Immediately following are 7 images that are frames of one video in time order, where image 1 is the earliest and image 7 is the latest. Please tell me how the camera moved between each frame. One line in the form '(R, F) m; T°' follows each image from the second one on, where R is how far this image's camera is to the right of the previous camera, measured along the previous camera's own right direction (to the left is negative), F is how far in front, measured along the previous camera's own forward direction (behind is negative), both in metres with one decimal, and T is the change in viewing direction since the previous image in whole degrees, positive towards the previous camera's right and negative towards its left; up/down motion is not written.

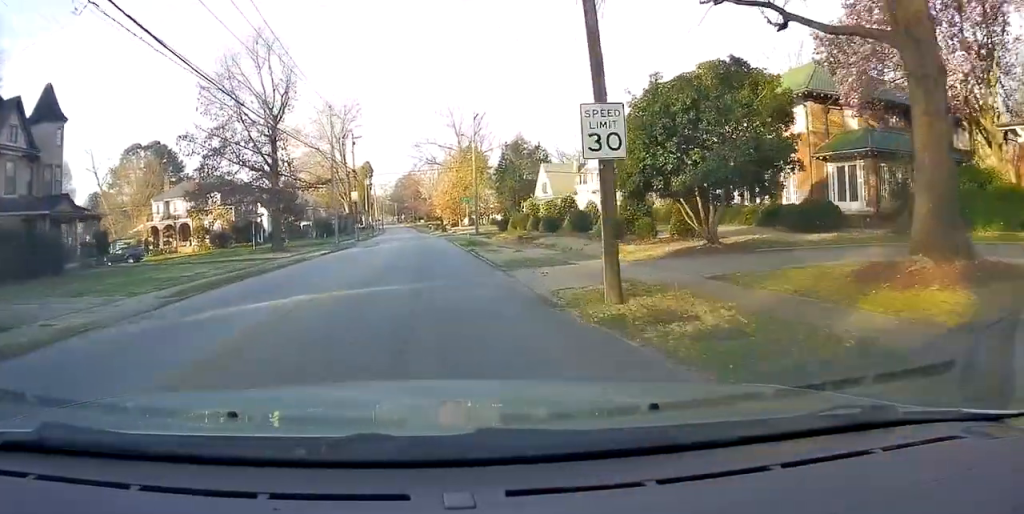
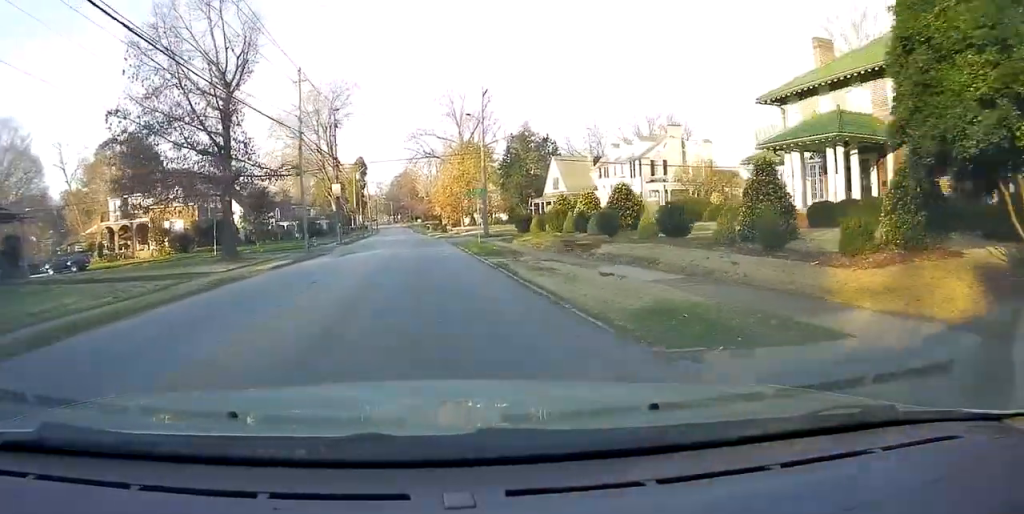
(+0.1, +10.7) m; 0°
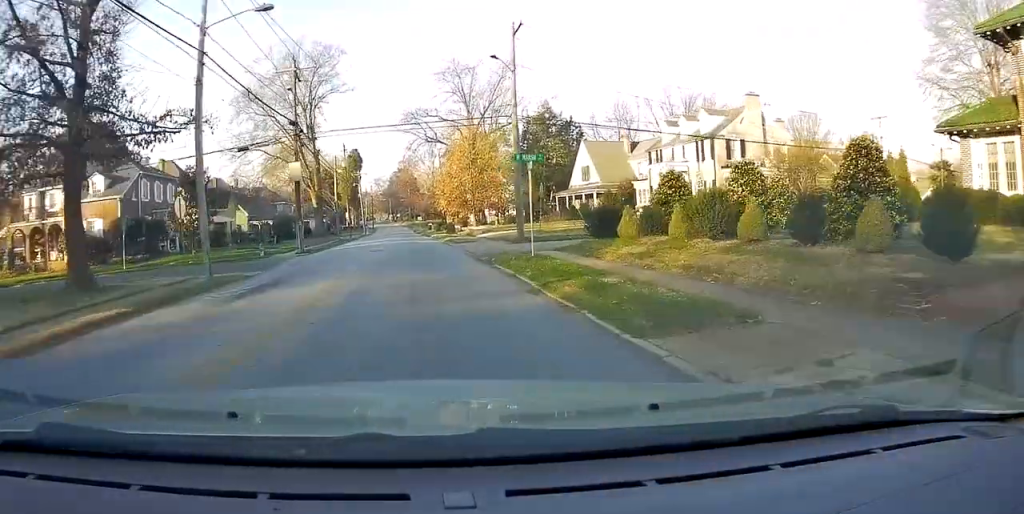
(0.0, +16.1) m; -1°
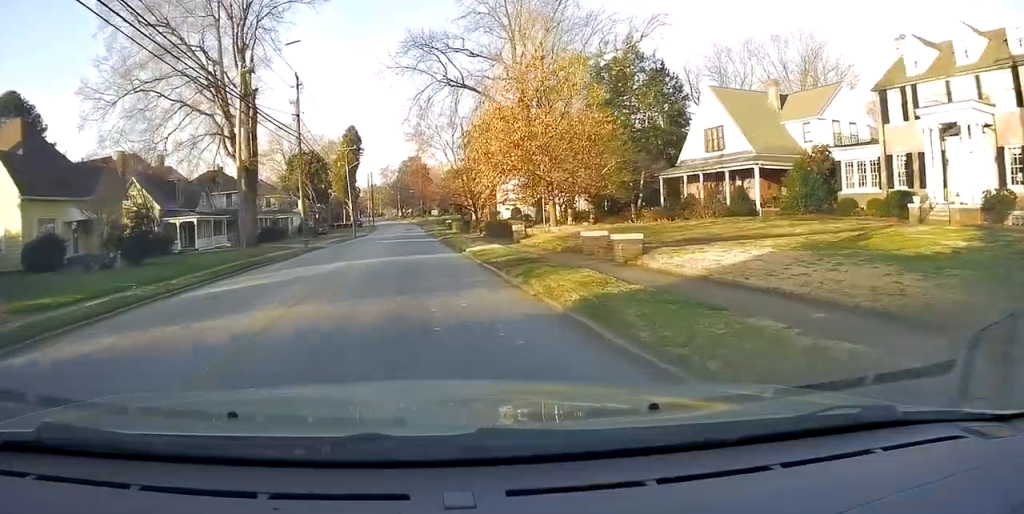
(-0.3, +31.3) m; 0°
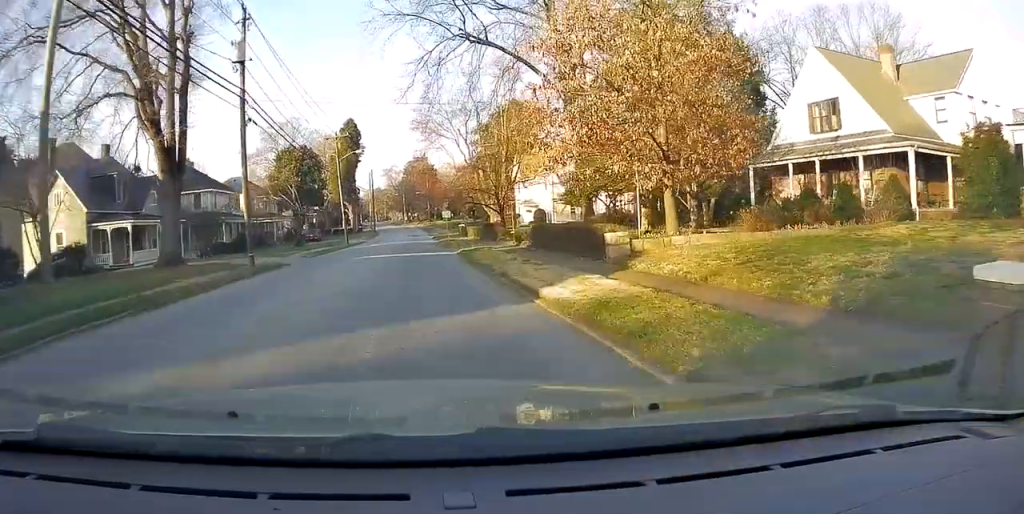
(-0.2, +13.1) m; -1°
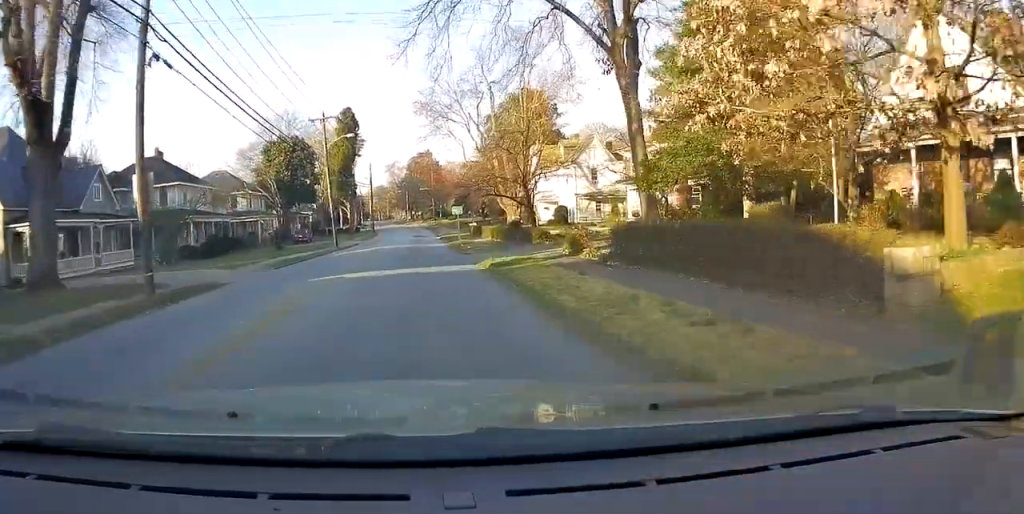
(0.0, +9.5) m; -1°
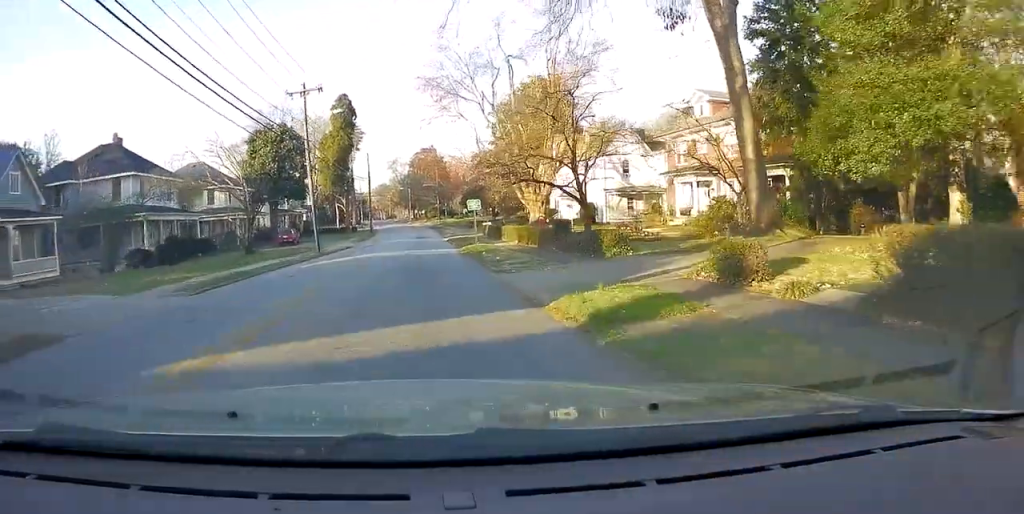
(-0.1, +9.5) m; -1°
